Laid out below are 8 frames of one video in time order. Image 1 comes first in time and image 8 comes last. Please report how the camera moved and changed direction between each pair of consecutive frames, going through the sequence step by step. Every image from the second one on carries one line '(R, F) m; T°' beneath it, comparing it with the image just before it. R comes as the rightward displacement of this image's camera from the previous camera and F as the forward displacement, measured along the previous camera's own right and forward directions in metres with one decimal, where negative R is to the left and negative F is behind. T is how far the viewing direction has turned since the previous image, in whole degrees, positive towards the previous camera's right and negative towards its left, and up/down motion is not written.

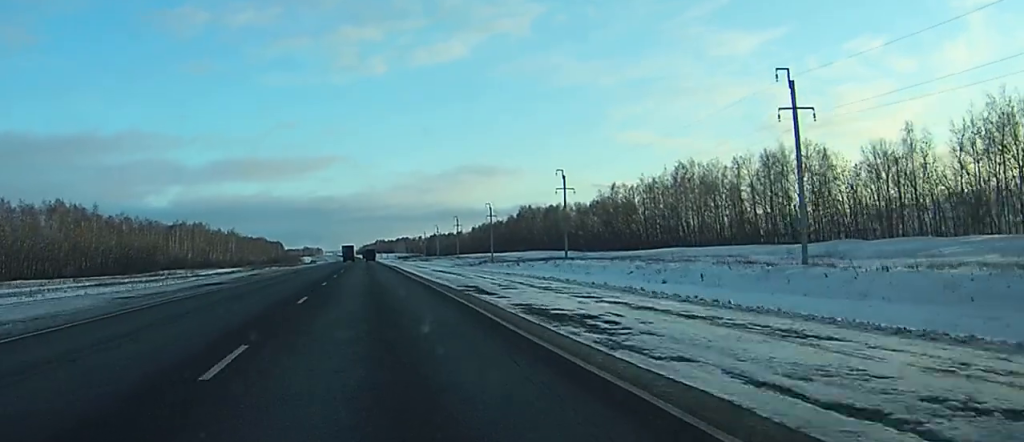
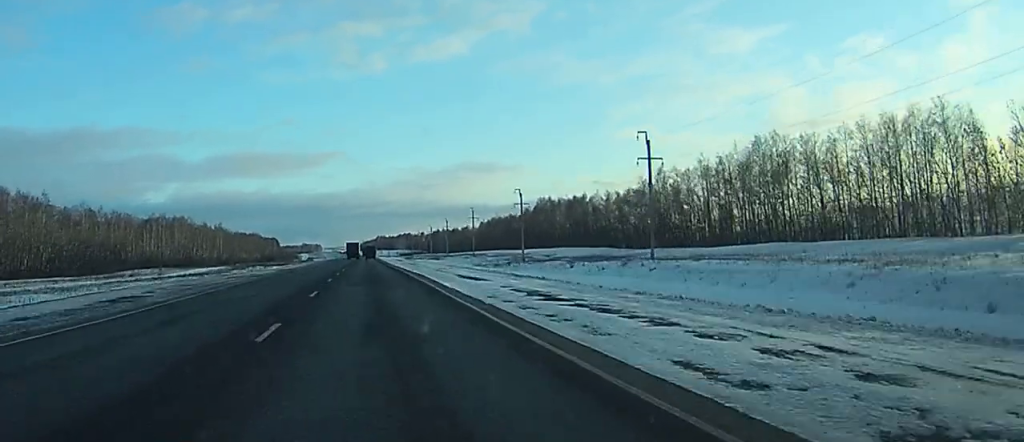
(+0.1, +32.0) m; 0°
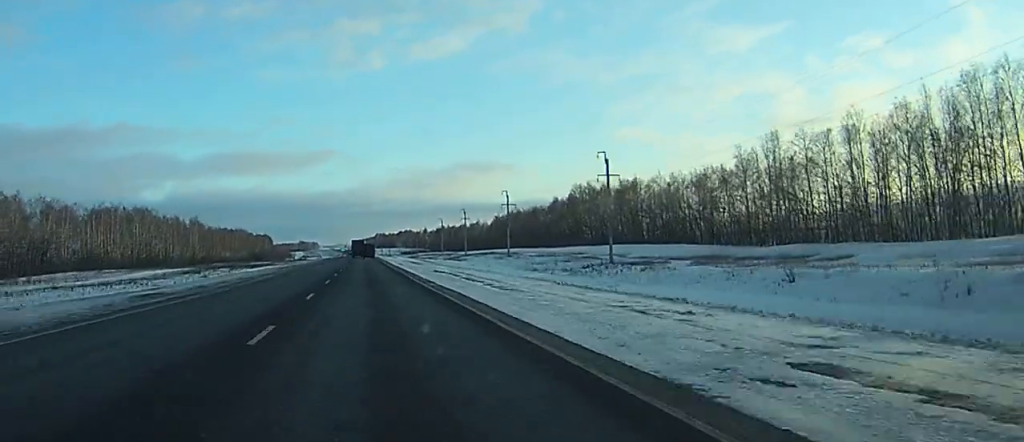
(-0.2, +48.7) m; 0°
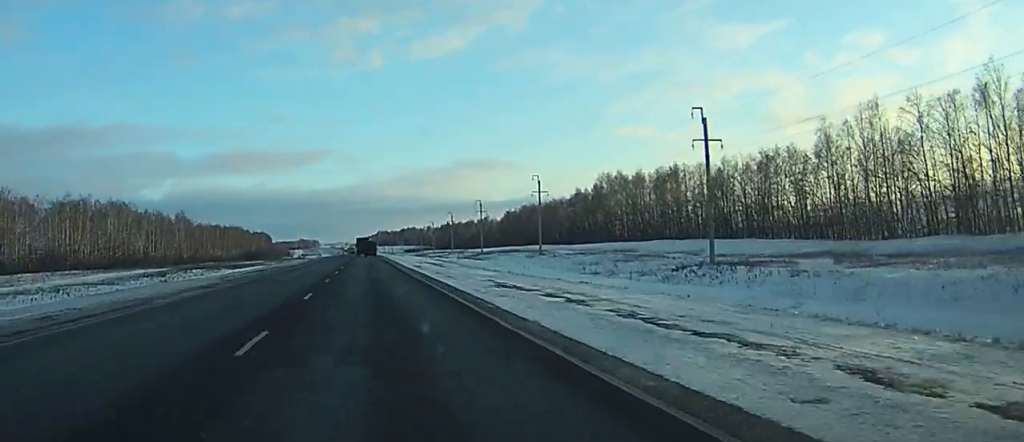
(0.0, +25.2) m; 0°
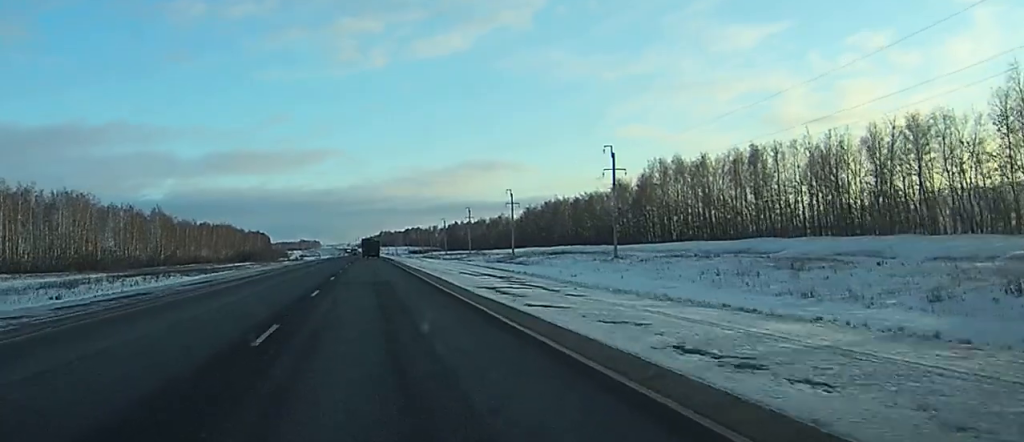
(+0.1, +35.5) m; 0°
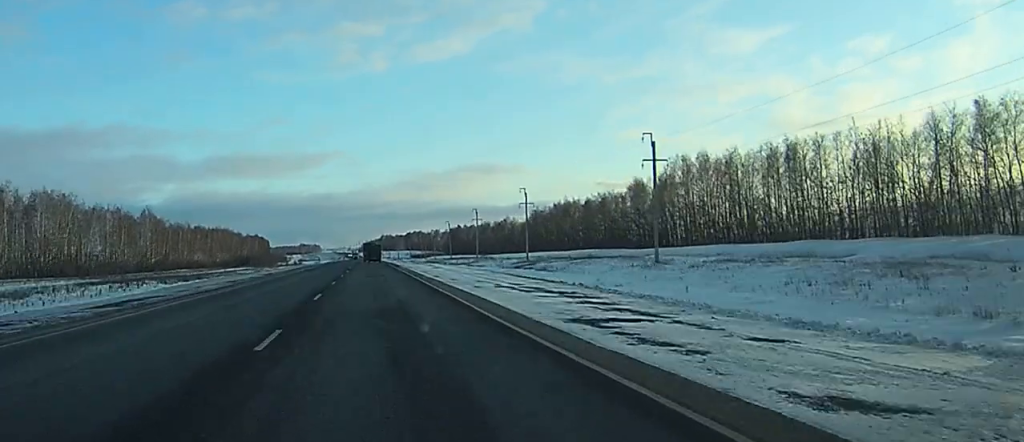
(0.0, +12.2) m; 0°
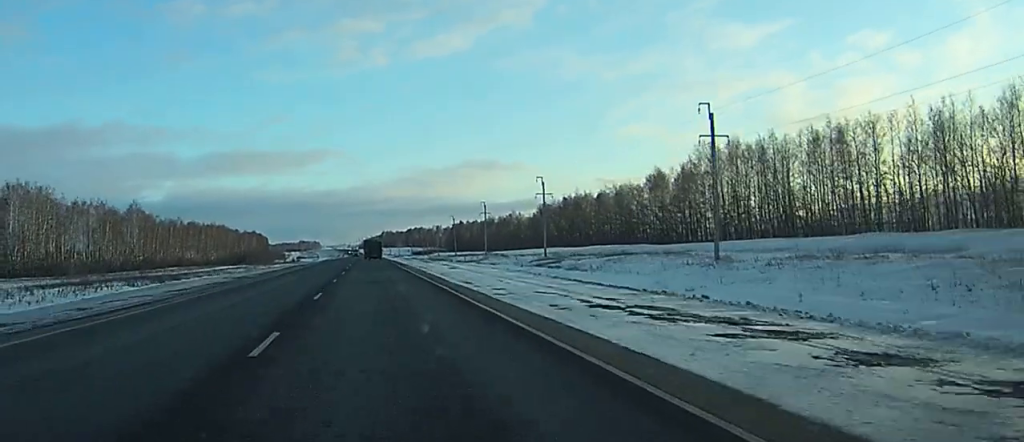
(0.0, +13.1) m; 0°
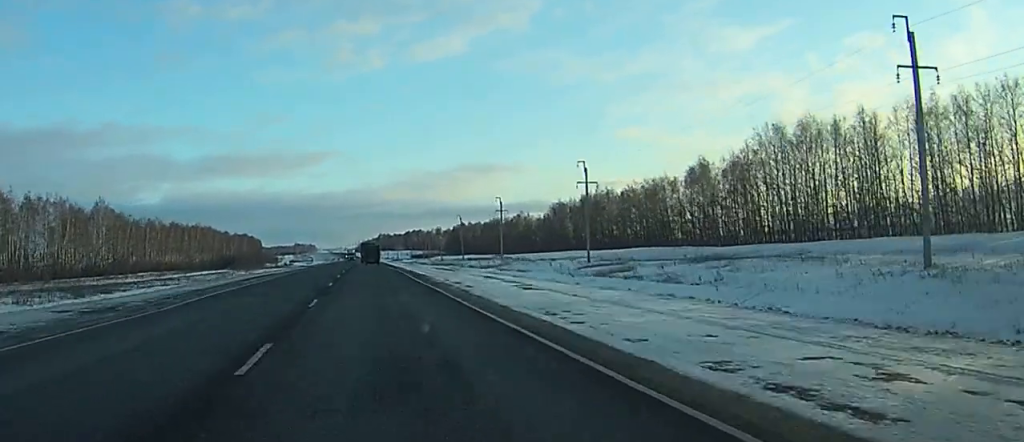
(0.0, +25.3) m; 0°
